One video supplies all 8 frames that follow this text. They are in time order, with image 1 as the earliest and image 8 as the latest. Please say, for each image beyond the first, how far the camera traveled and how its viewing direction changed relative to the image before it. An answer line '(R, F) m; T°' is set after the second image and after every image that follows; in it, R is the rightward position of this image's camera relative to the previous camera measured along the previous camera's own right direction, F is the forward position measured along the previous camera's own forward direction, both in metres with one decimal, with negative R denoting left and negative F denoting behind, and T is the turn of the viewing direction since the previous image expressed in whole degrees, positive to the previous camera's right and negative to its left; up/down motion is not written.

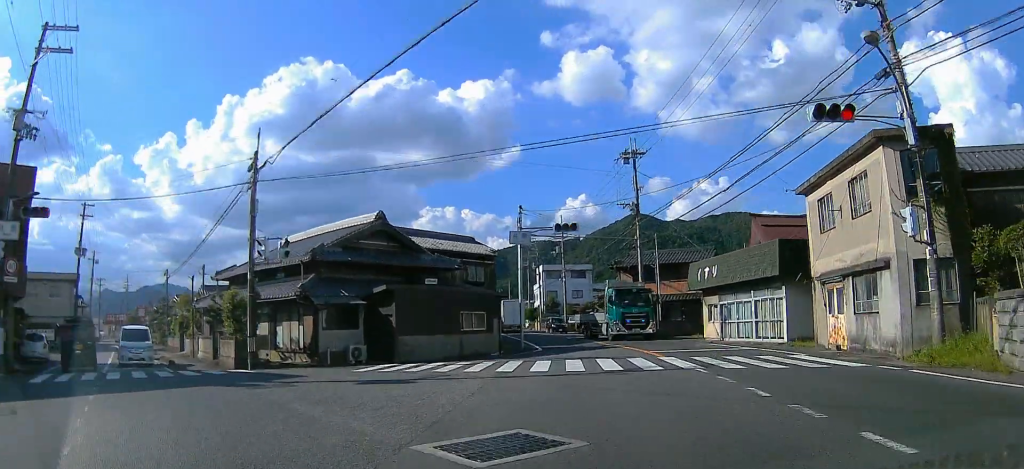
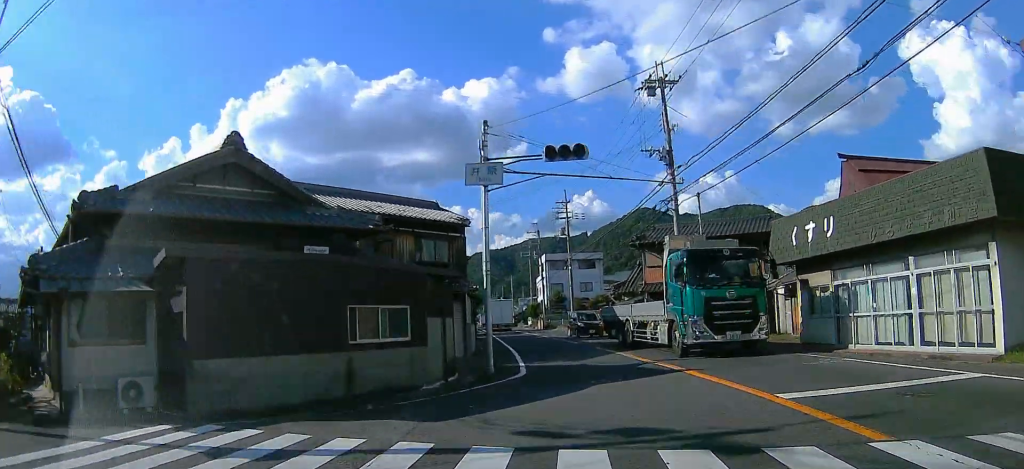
(-0.2, +12.1) m; -1°
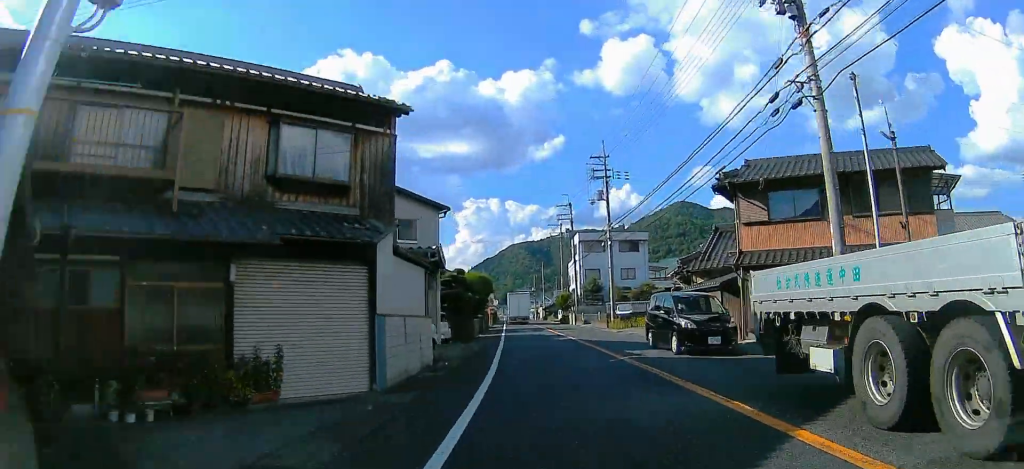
(-0.1, +14.7) m; 0°
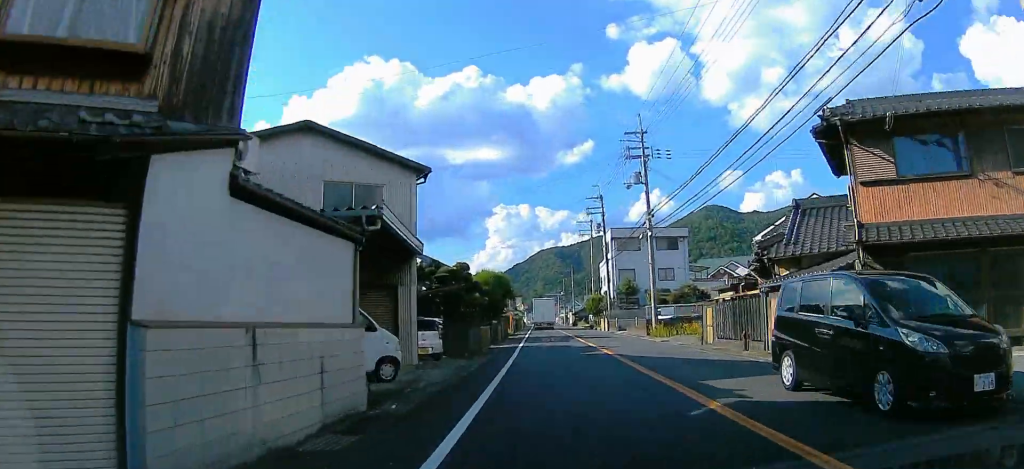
(0.0, +7.7) m; -1°
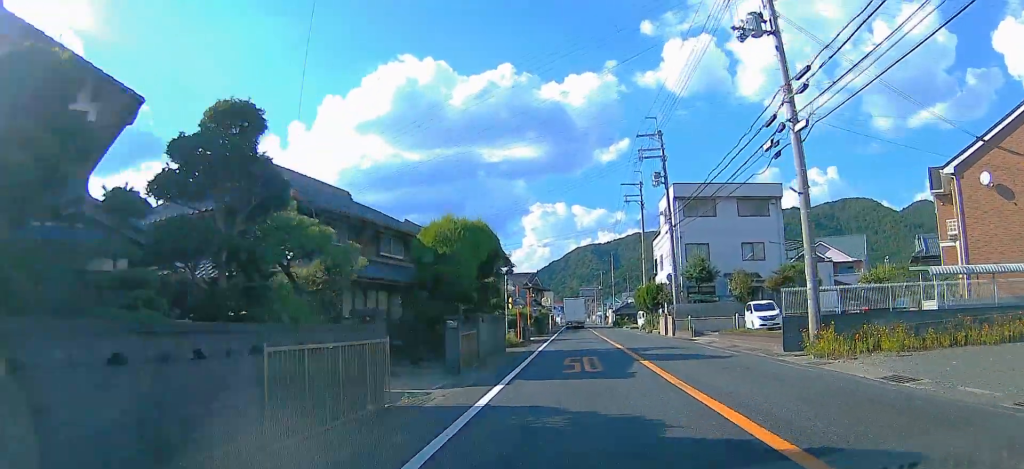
(-0.6, +19.8) m; -7°
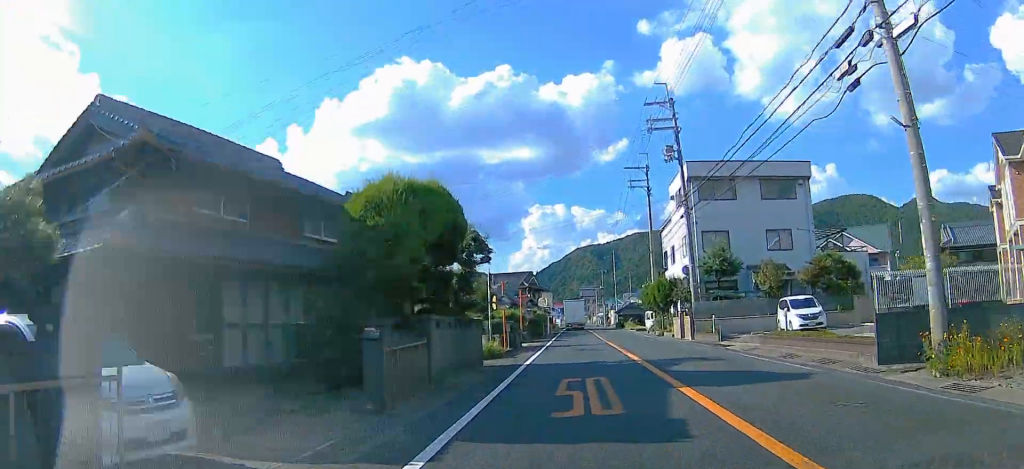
(-0.3, +5.3) m; -2°
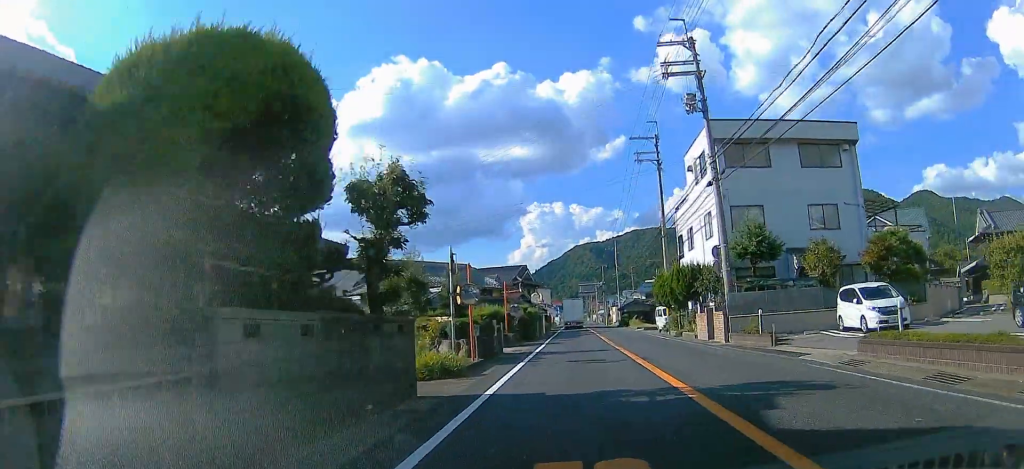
(-0.2, +6.6) m; -2°
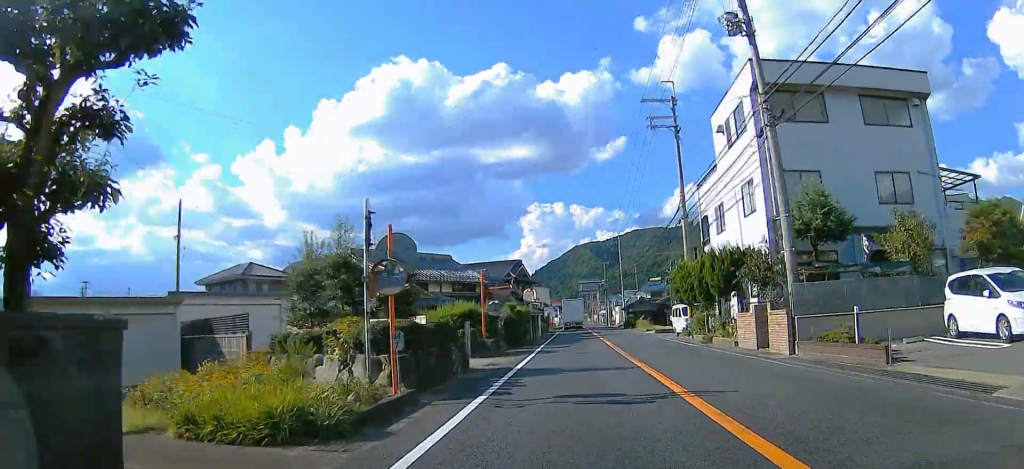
(0.0, +6.9) m; 0°
